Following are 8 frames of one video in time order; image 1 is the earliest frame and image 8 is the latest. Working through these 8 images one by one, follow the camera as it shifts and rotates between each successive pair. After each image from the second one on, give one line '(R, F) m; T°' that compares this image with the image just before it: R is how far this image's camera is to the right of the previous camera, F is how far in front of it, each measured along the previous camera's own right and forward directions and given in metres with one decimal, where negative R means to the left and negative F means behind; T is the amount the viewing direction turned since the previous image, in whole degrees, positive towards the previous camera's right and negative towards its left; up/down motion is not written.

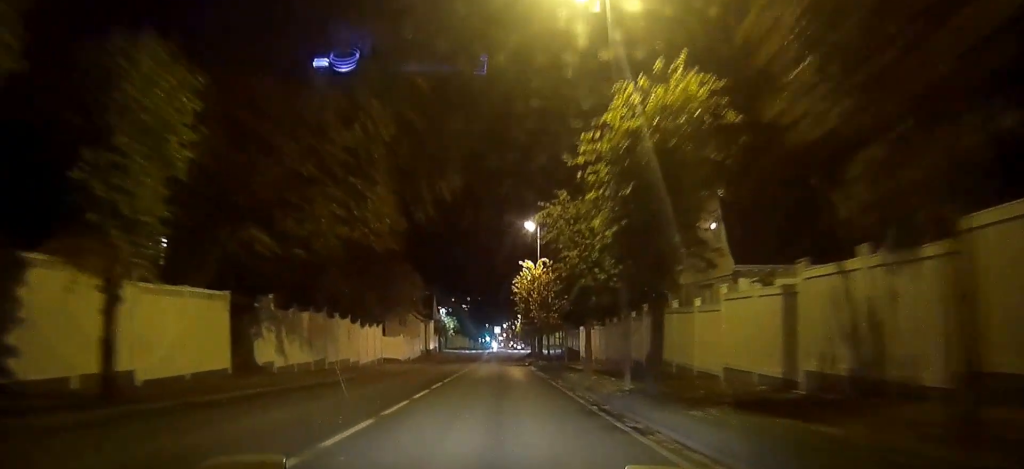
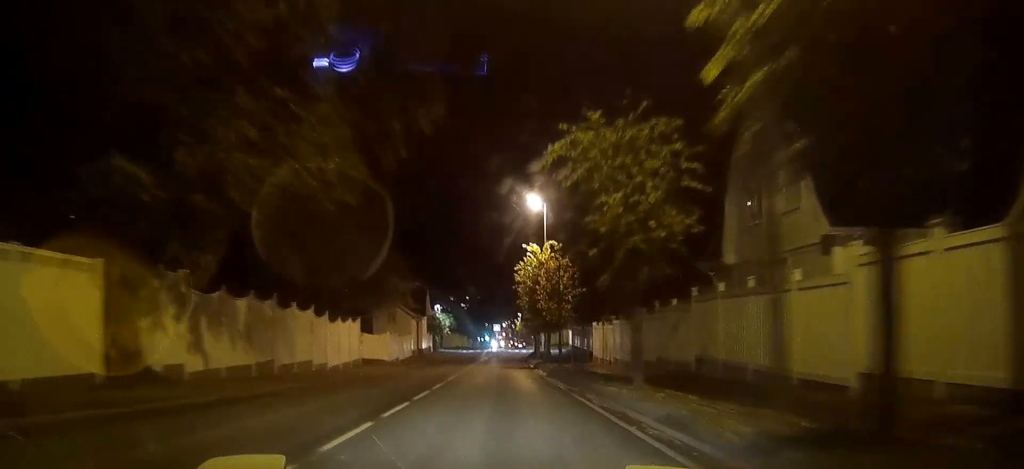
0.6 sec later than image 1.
(0.0, +8.5) m; -1°
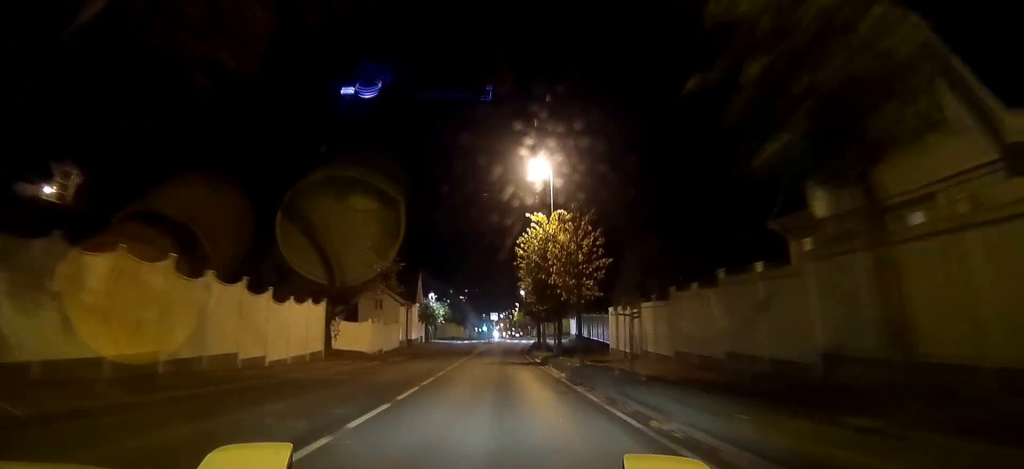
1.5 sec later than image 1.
(-0.1, +11.1) m; -1°
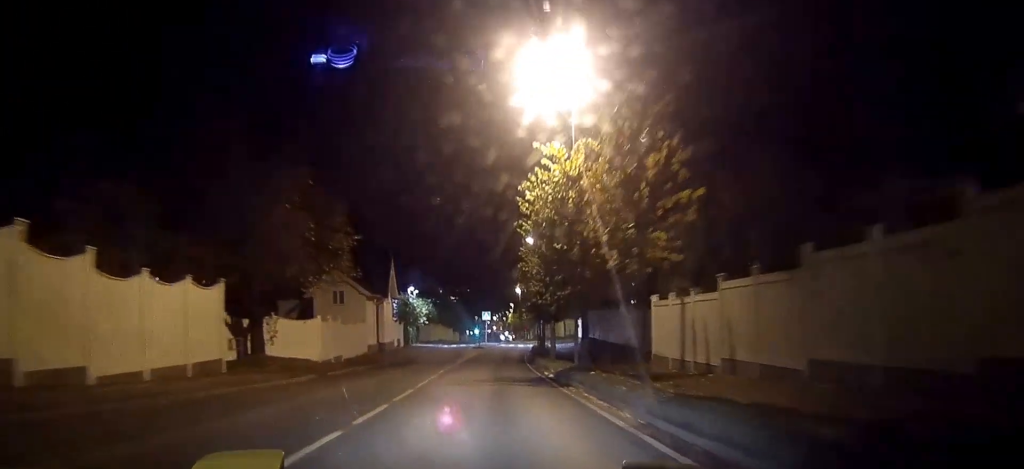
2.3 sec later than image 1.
(0.0, +11.0) m; 0°
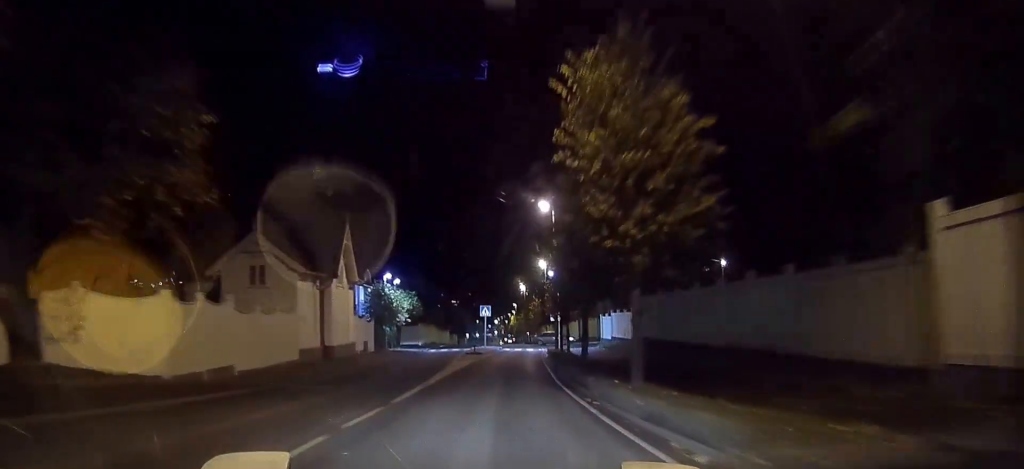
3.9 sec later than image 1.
(+0.5, +20.4) m; +3°
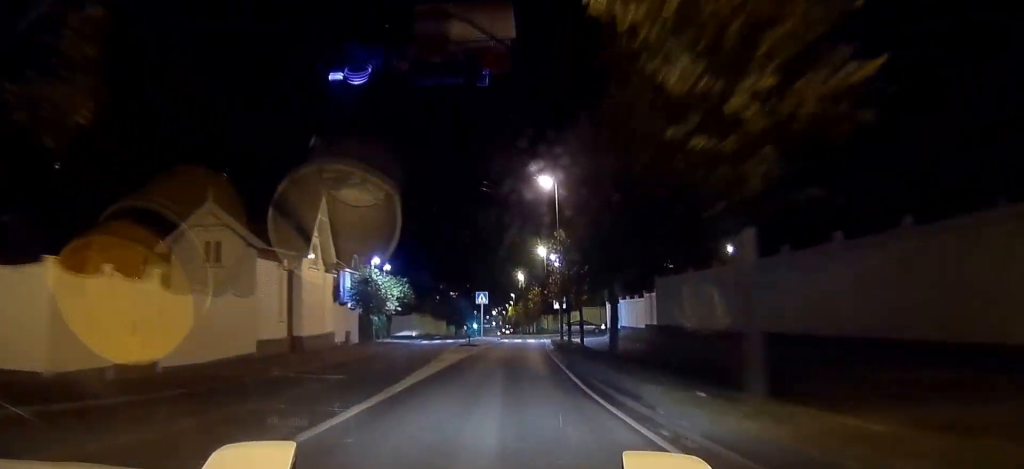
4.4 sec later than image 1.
(+0.1, +6.9) m; +1°
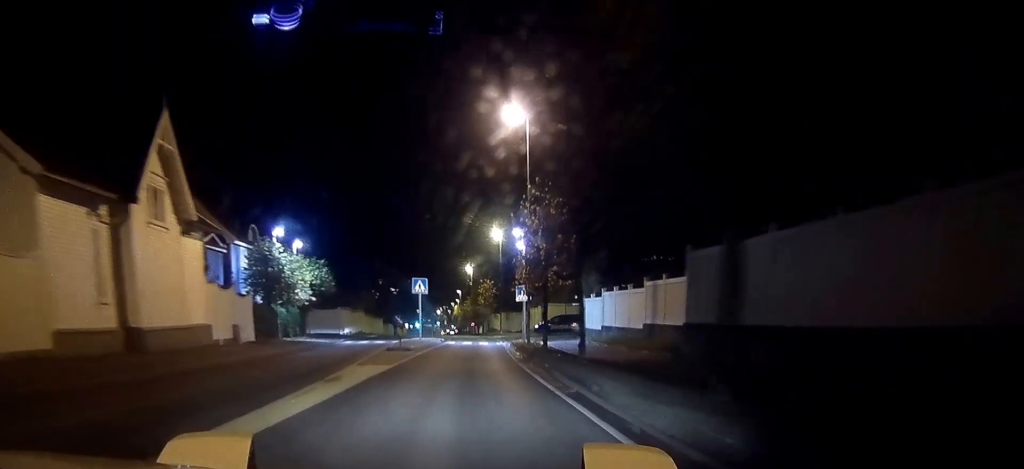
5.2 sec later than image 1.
(+0.1, +10.2) m; +1°
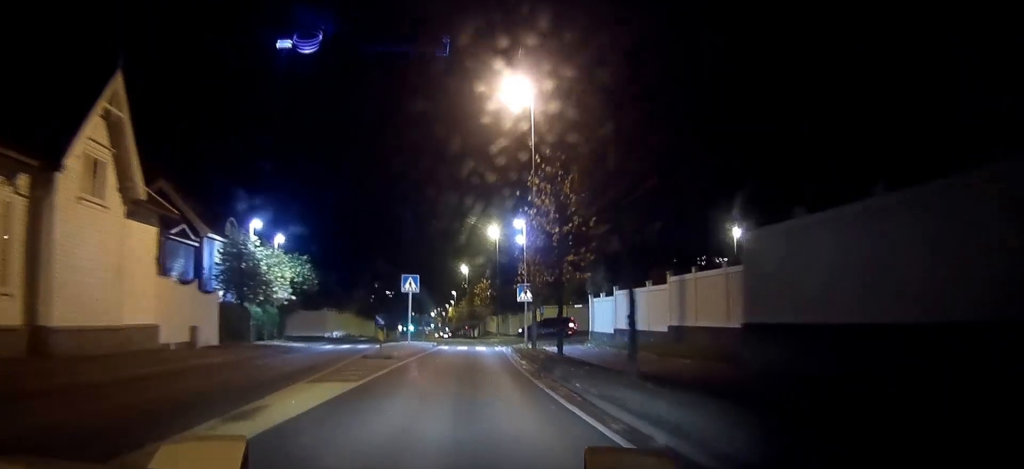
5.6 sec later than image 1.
(+0.1, +5.5) m; +1°
